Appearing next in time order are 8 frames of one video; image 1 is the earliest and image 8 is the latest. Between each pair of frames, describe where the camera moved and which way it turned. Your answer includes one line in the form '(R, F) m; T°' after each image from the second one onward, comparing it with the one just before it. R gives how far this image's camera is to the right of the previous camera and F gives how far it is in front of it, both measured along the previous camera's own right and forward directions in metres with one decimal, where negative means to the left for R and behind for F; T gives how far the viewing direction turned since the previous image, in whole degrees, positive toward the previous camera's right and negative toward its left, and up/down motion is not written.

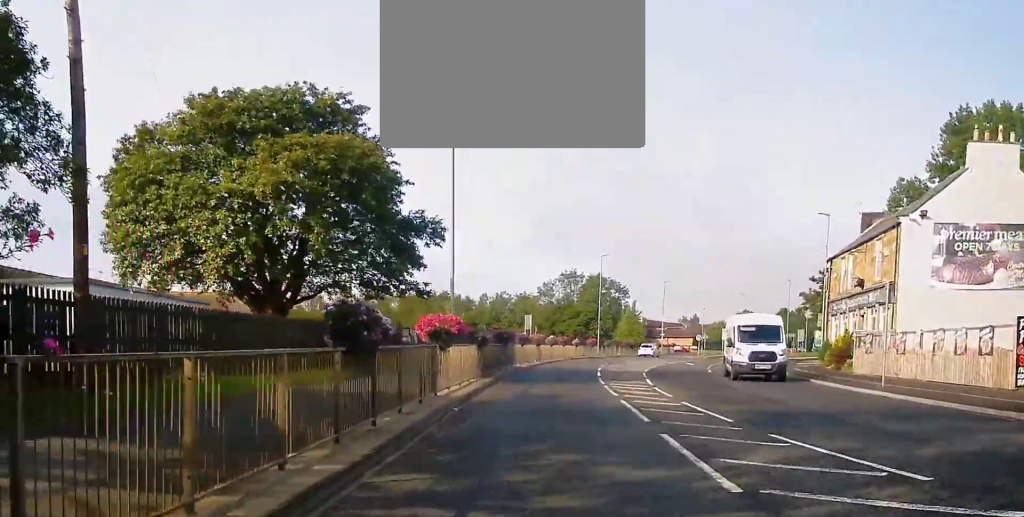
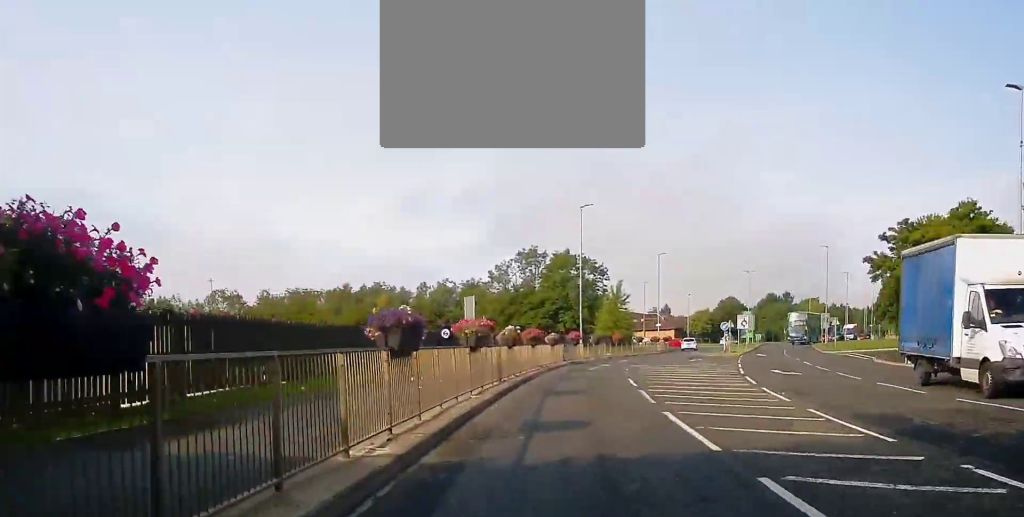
(+0.8, +28.2) m; +4°
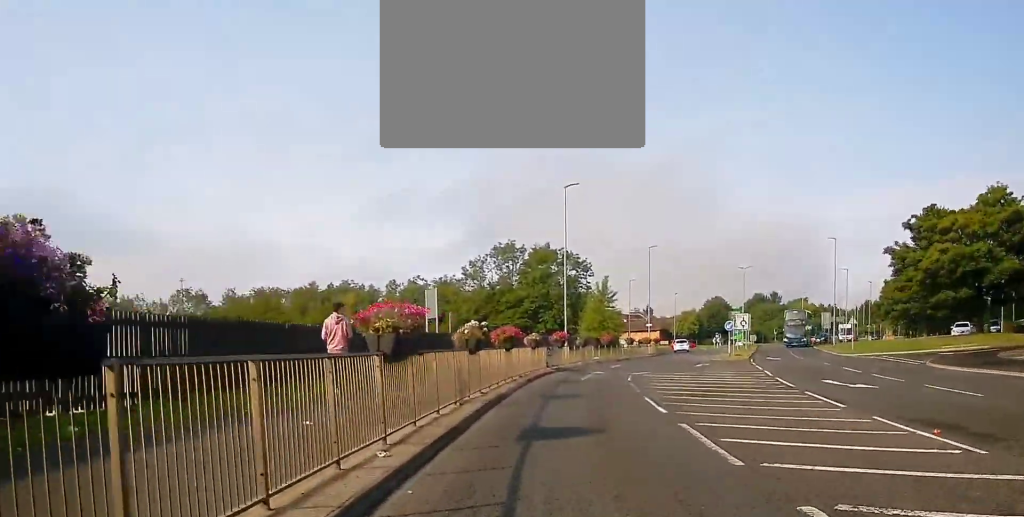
(-0.2, +7.9) m; 0°
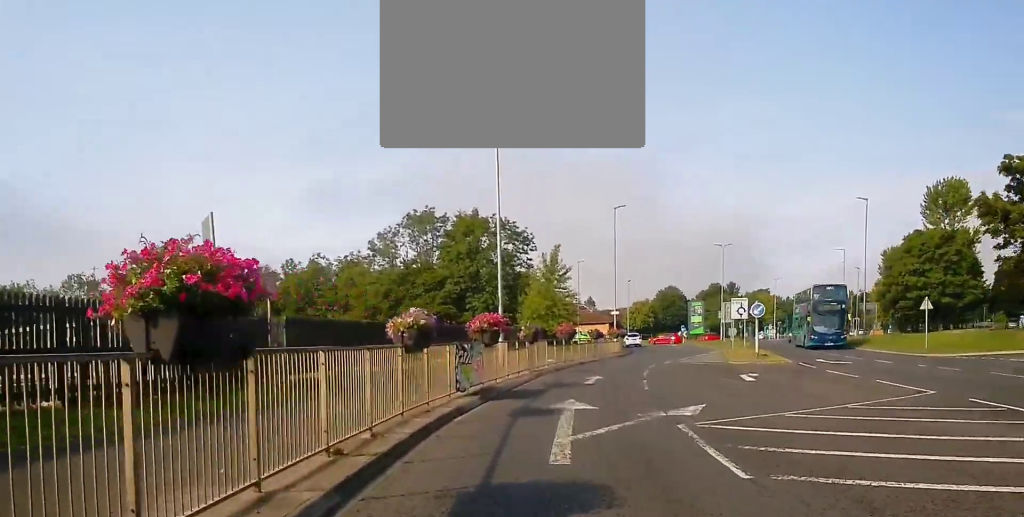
(+1.1, +19.4) m; +6°
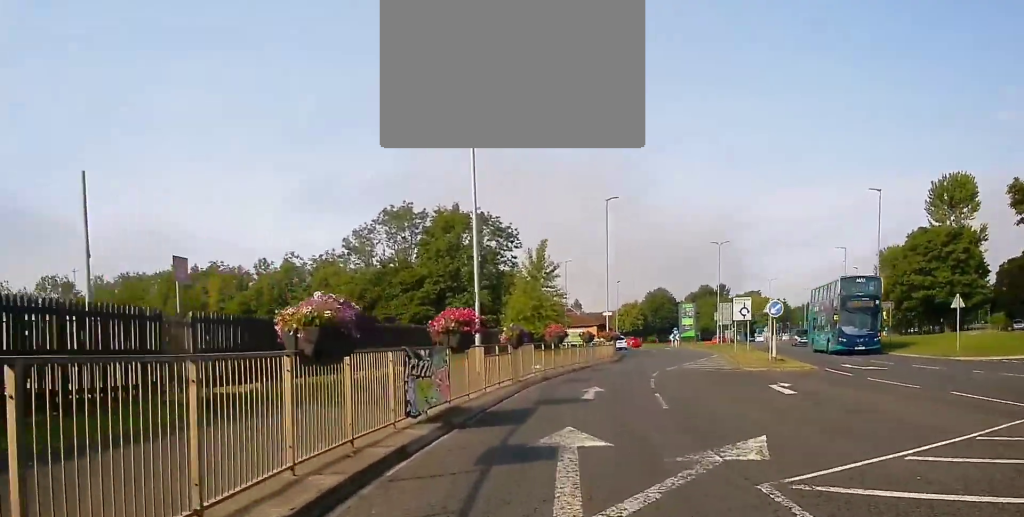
(0.0, +4.7) m; +1°
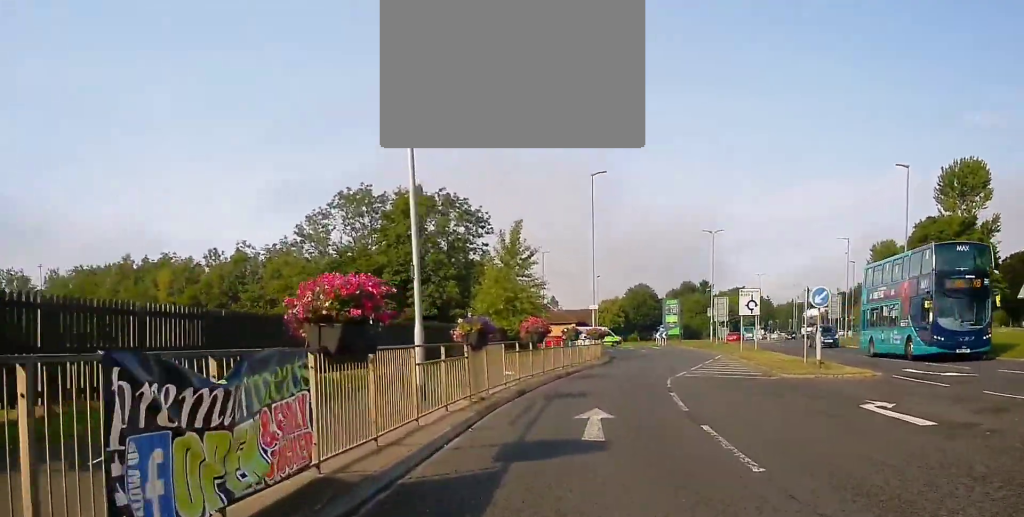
(0.0, +7.4) m; +2°
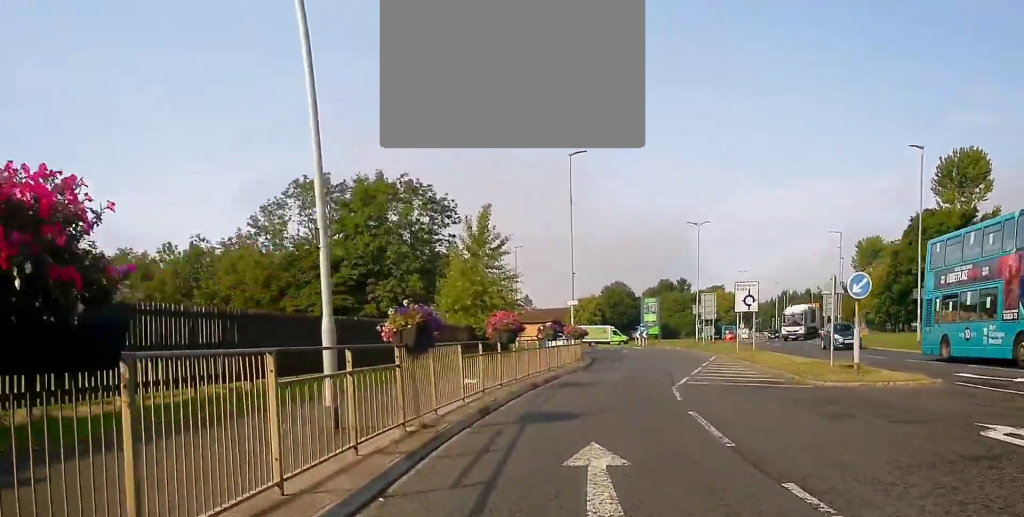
(+0.1, +4.7) m; +3°
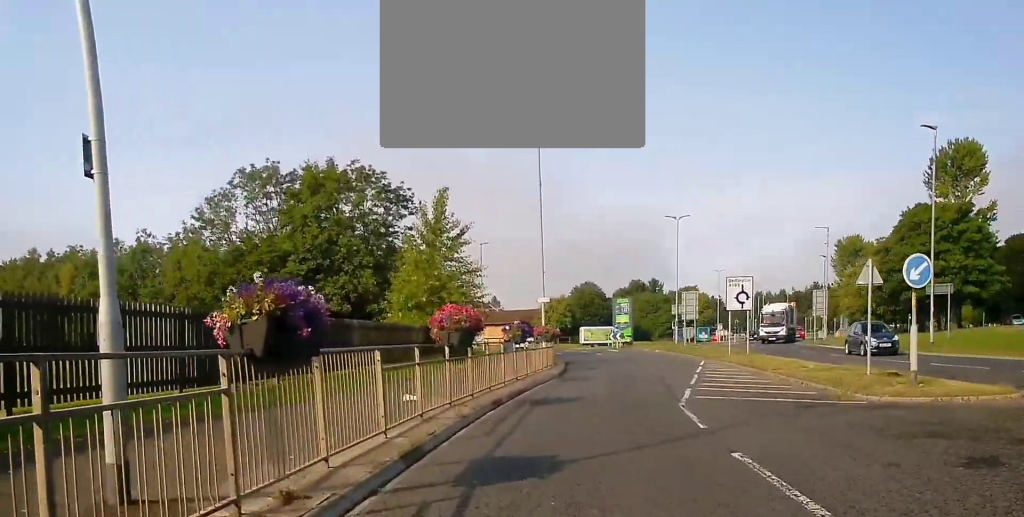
(0.0, +4.6) m; +2°
